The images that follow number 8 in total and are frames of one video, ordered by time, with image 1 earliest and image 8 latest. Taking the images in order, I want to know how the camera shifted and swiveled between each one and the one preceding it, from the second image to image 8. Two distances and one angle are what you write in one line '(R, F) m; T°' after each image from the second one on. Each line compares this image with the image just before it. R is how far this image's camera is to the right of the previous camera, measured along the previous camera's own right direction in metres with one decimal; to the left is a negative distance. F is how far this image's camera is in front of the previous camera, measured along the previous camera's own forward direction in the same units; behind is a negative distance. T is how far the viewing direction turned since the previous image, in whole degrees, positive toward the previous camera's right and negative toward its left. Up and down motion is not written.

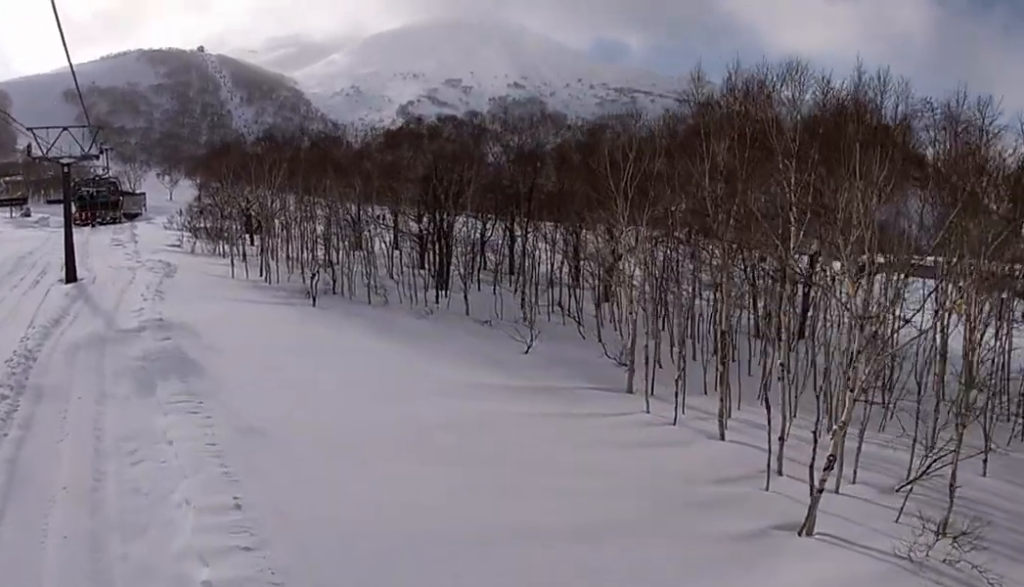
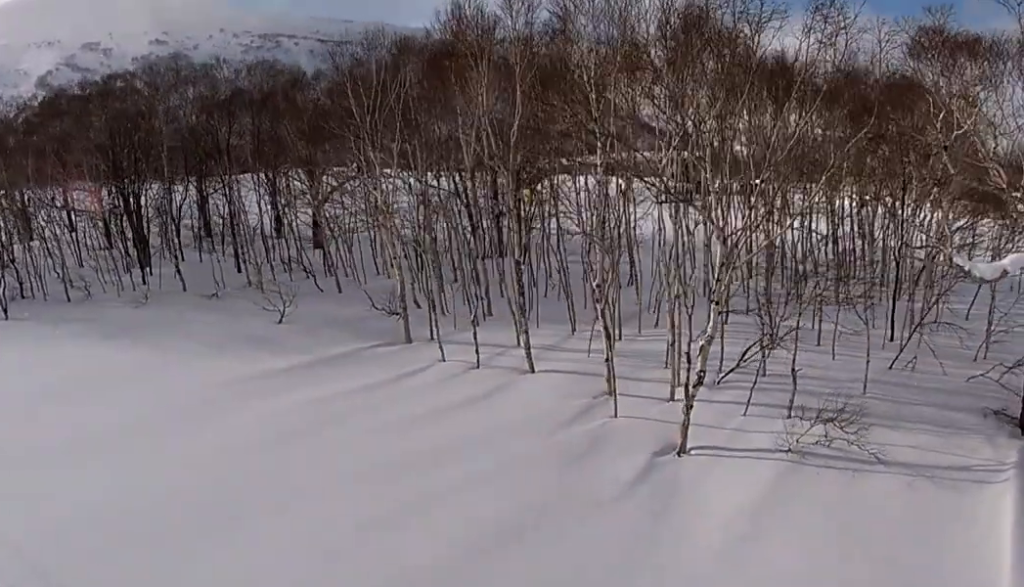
(+0.5, +3.7) m; +14°
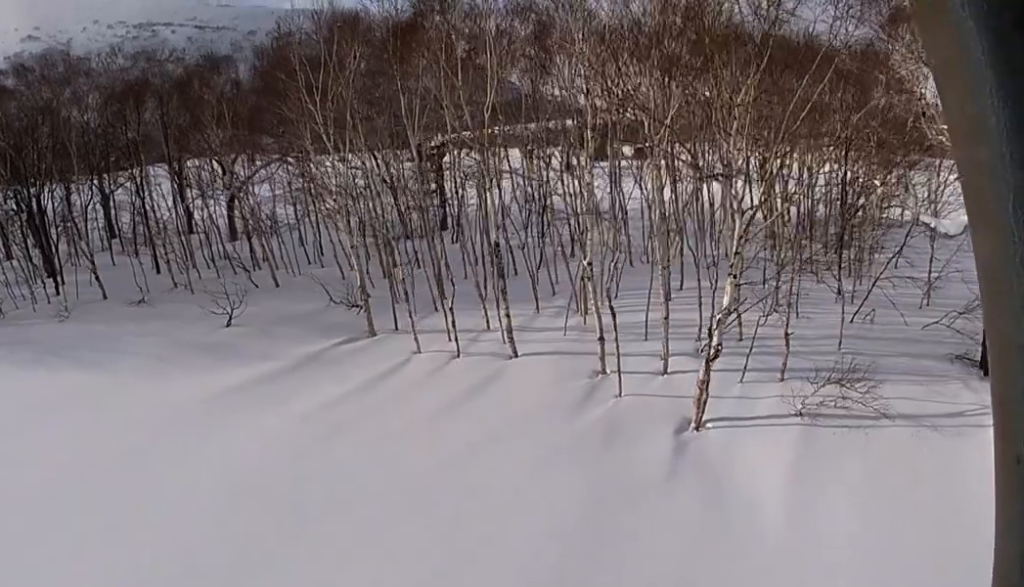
(+0.5, +2.1) m; +4°
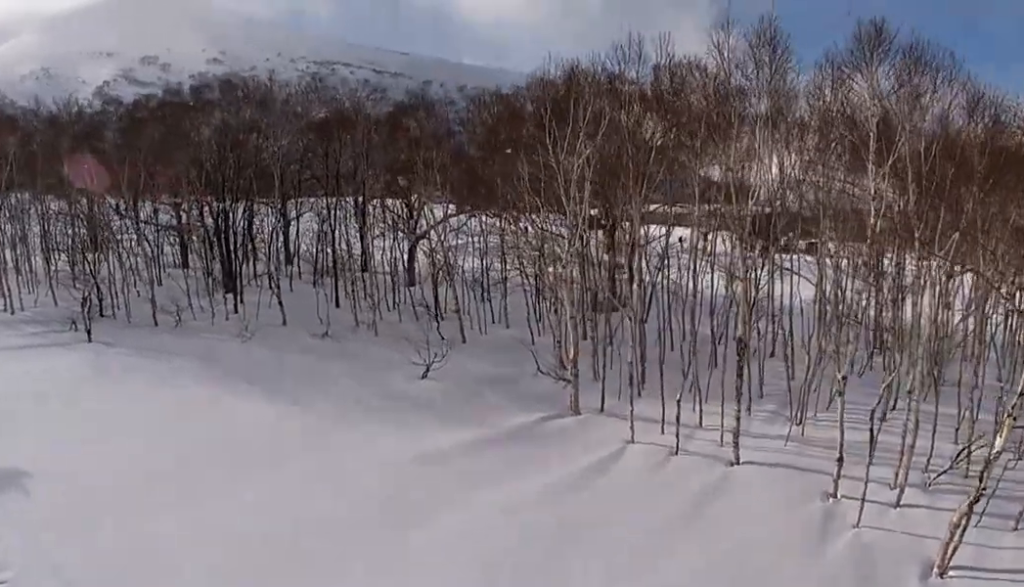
(-0.3, +2.5) m; -11°
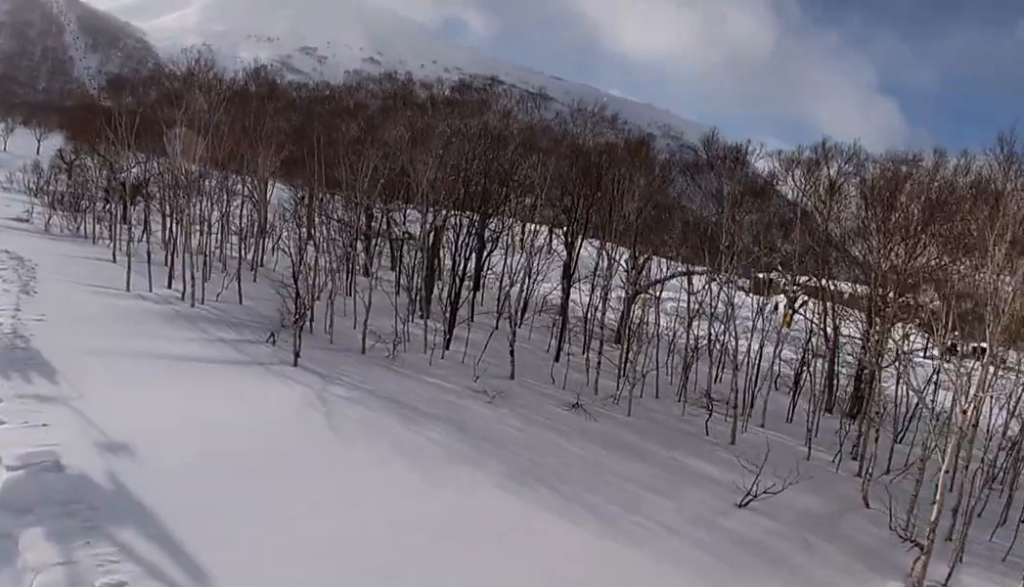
(-1.5, +7.1) m; -15°
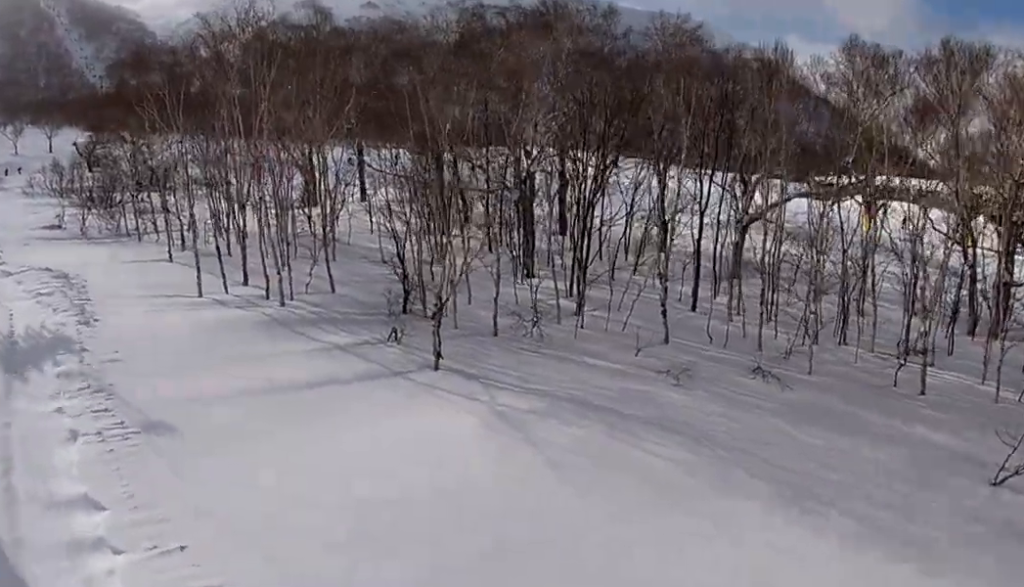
(+0.1, +5.2) m; +8°
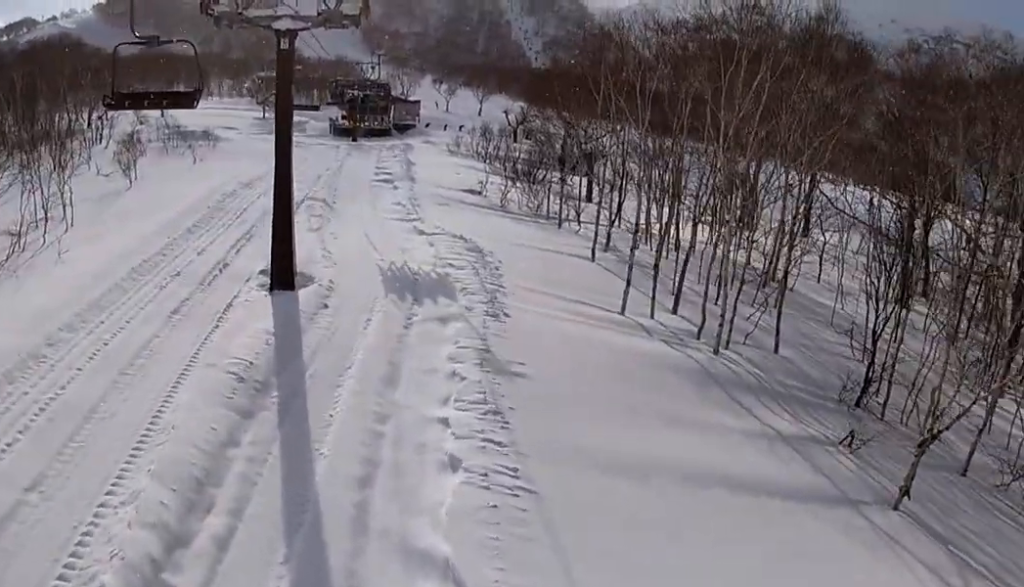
(+0.4, +3.5) m; +2°
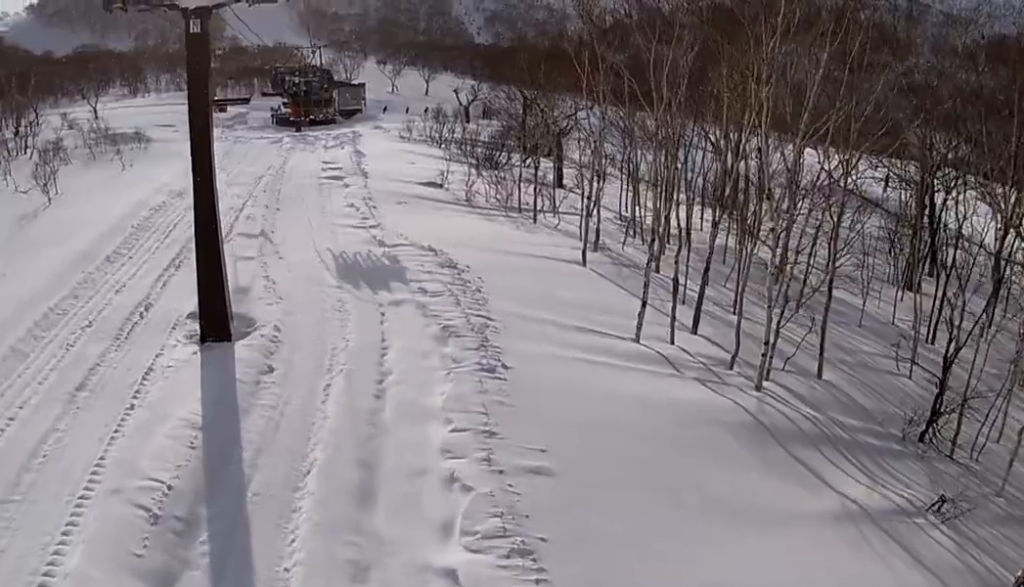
(-0.2, +4.5) m; -7°
